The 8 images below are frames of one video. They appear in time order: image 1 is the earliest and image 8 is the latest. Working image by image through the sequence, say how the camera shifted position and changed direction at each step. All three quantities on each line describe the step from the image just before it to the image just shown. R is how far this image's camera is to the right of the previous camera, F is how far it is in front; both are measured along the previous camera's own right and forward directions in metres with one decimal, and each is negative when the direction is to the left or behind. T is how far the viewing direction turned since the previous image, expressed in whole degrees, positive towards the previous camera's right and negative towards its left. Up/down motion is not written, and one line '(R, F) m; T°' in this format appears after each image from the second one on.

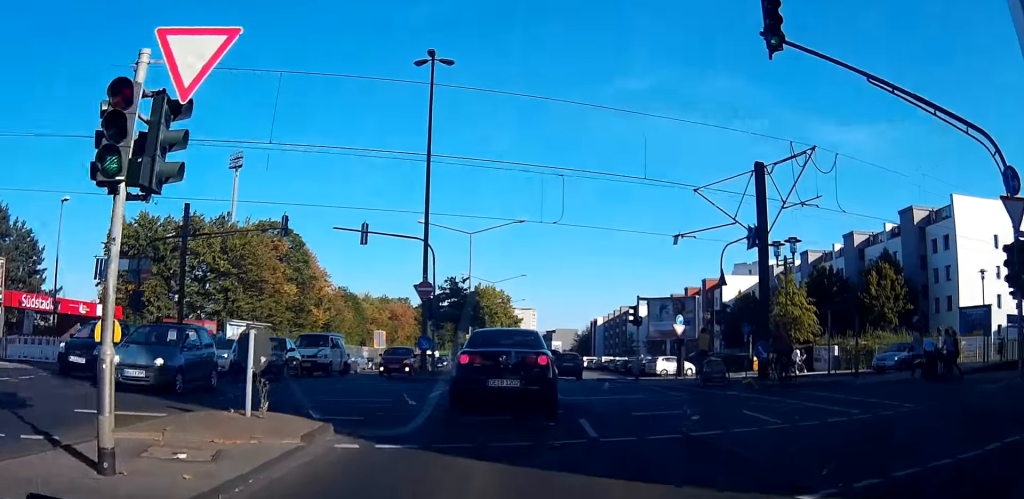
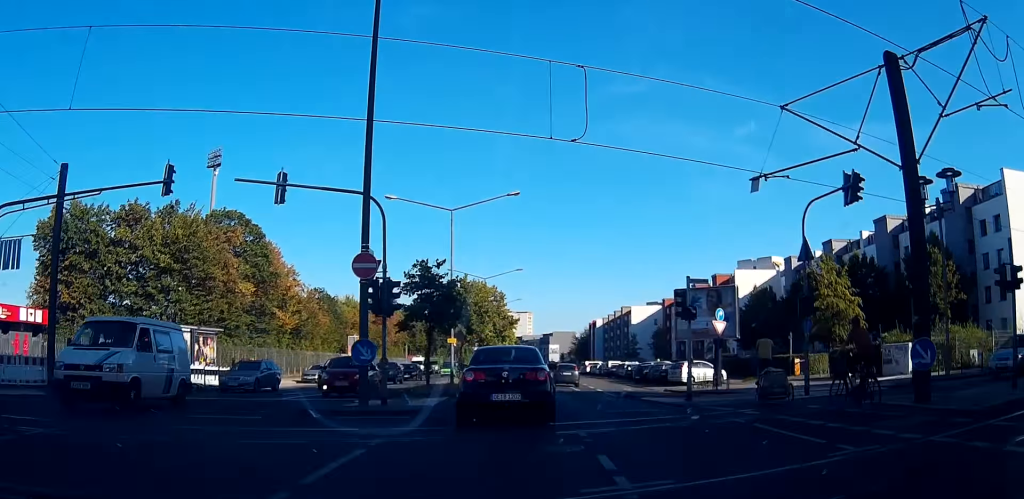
(+2.1, +11.5) m; +11°
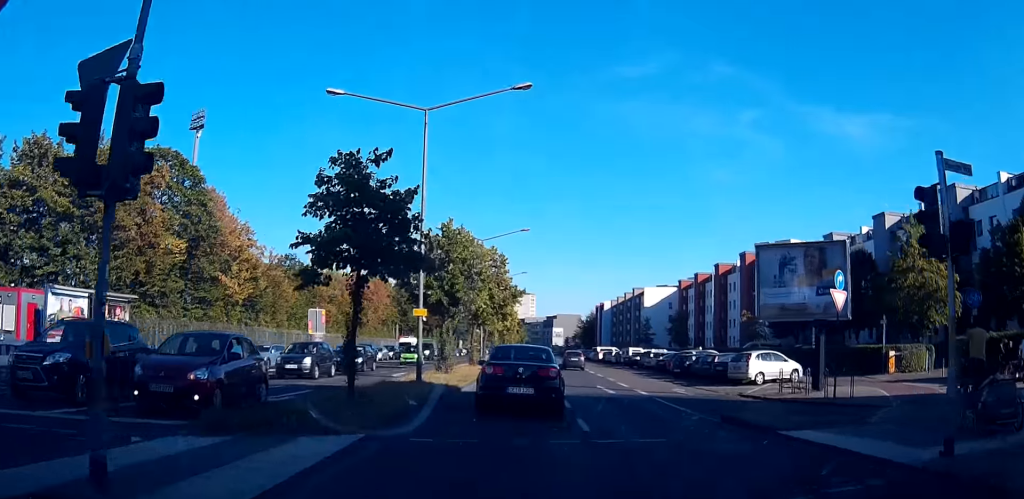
(+0.3, +15.3) m; +3°
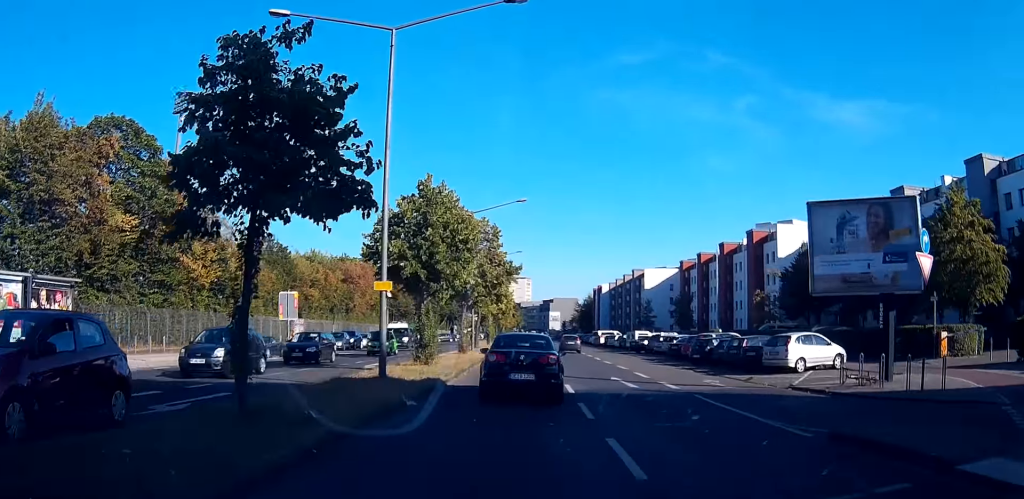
(+0.1, +6.6) m; 0°
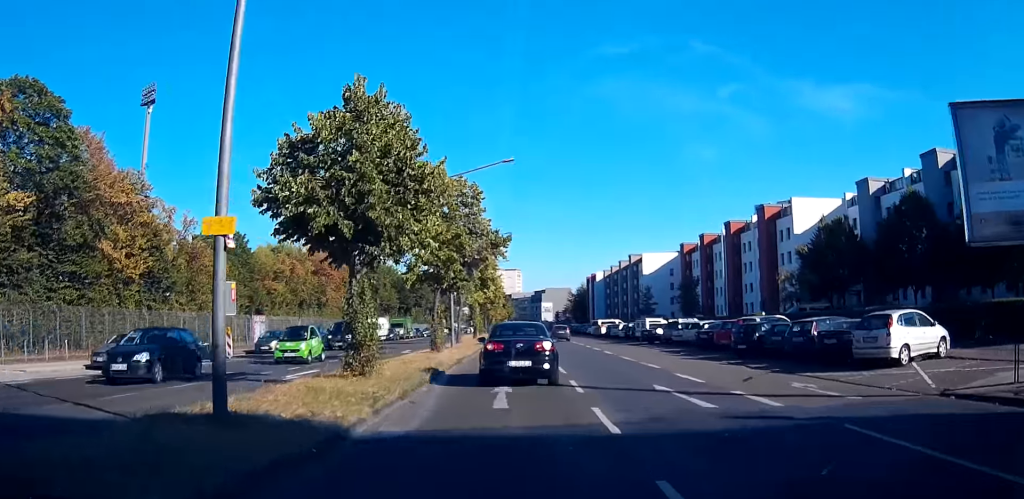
(0.0, +10.6) m; 0°
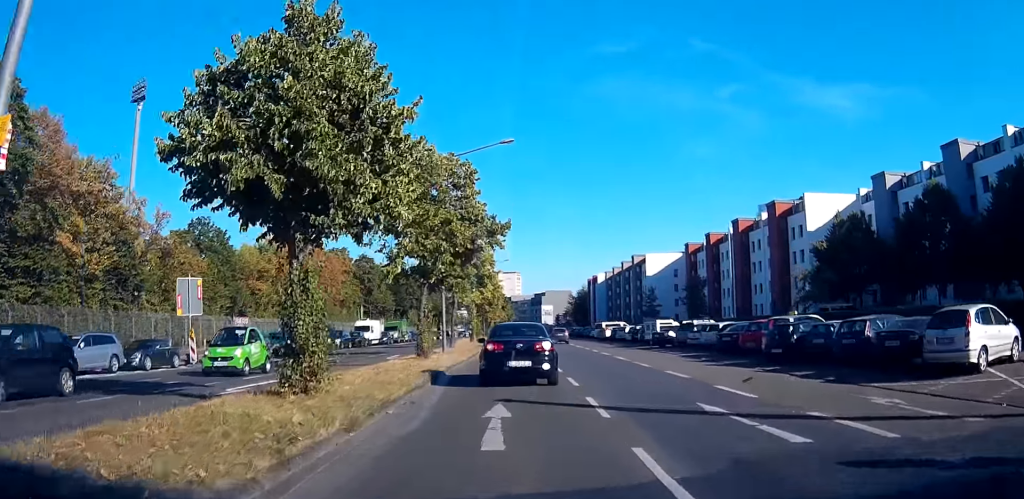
(0.0, +4.6) m; 0°
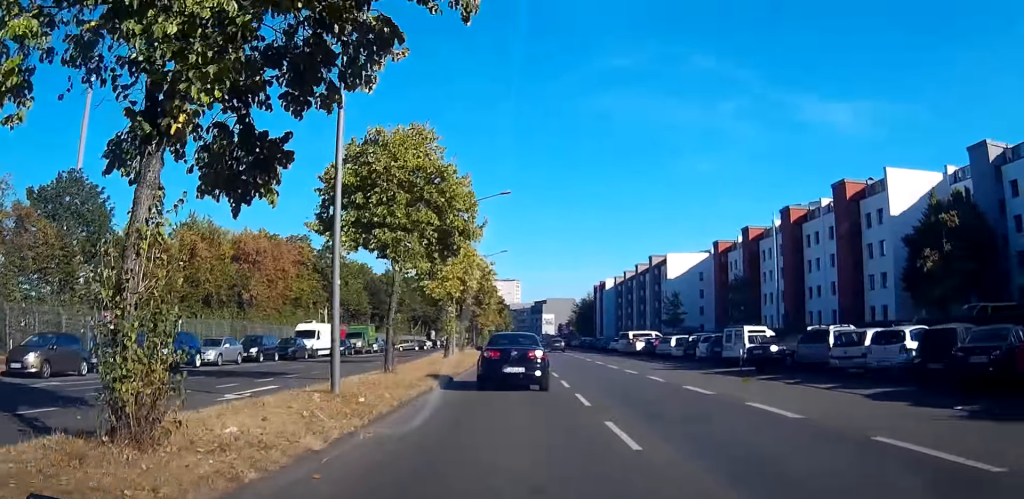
(-0.3, +22.1) m; -1°
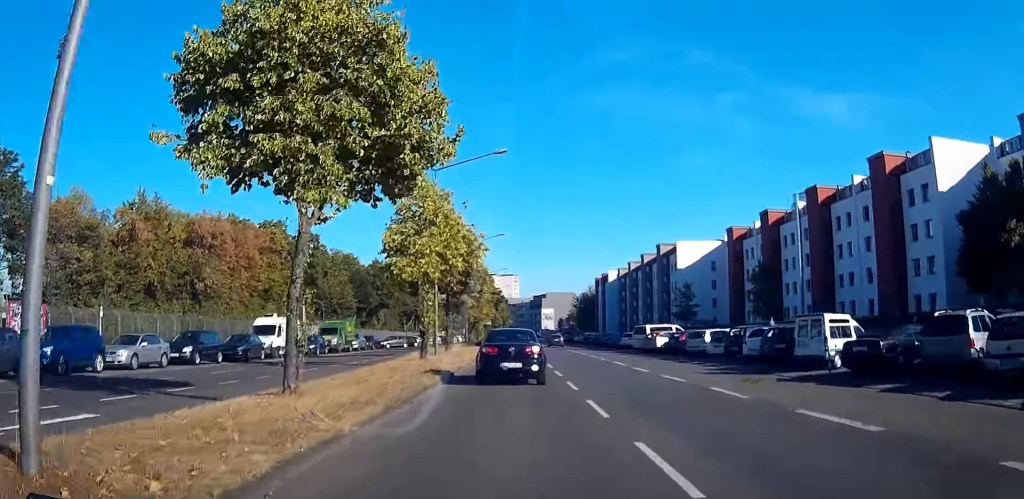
(0.0, +9.3) m; 0°
